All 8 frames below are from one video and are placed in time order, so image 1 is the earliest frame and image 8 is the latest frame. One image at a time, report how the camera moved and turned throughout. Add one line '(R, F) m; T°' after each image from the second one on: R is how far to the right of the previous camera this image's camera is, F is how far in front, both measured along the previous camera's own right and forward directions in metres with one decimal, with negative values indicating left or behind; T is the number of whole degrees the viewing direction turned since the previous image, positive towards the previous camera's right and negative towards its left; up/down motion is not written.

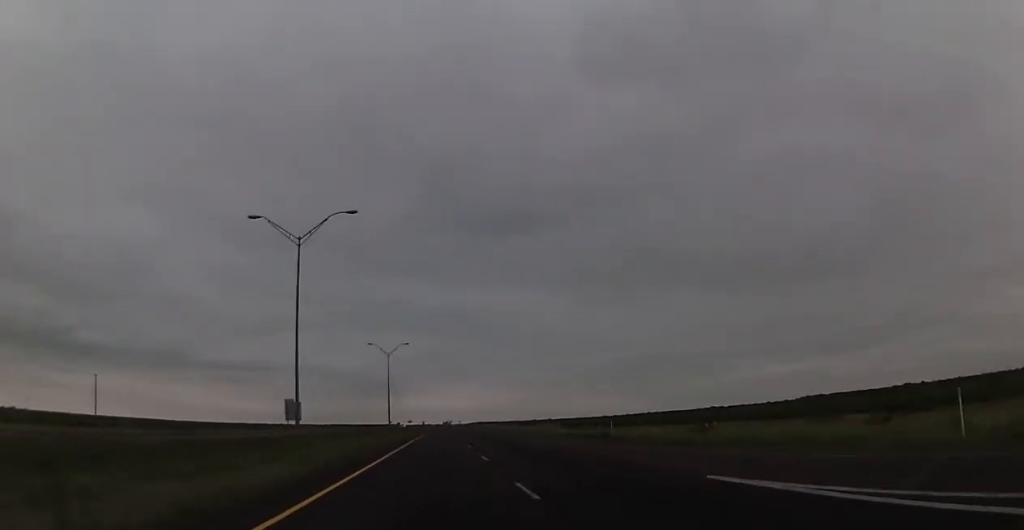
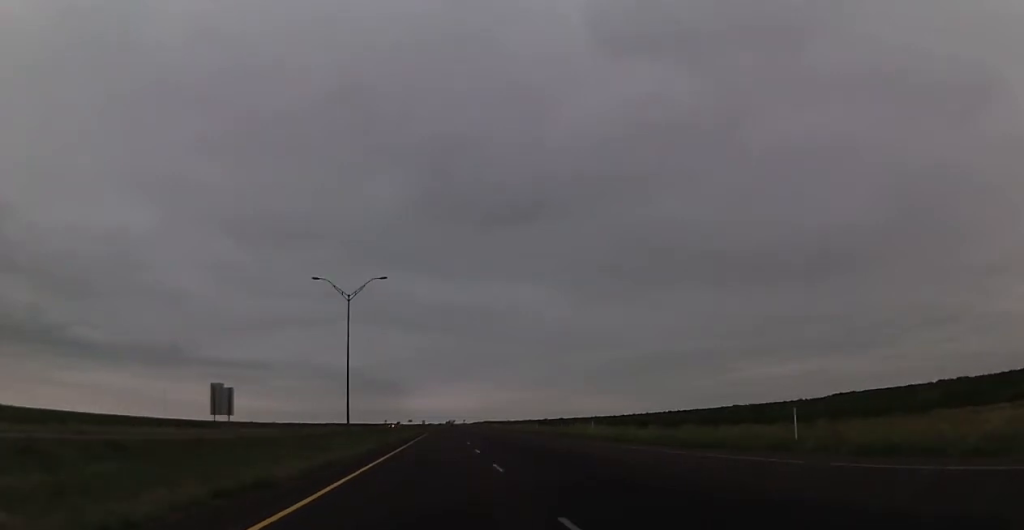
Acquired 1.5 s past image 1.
(0.0, +53.6) m; 0°
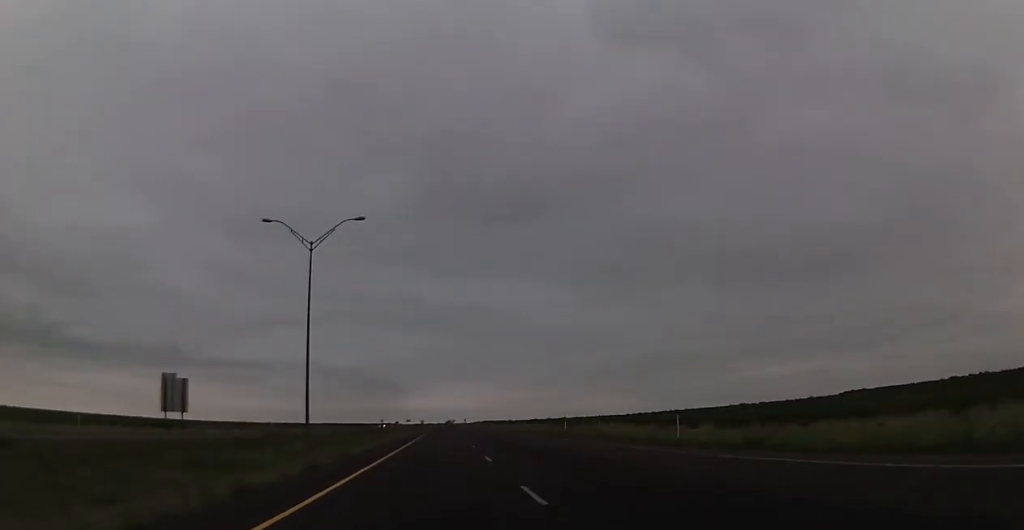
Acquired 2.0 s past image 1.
(0.0, +19.5) m; 0°
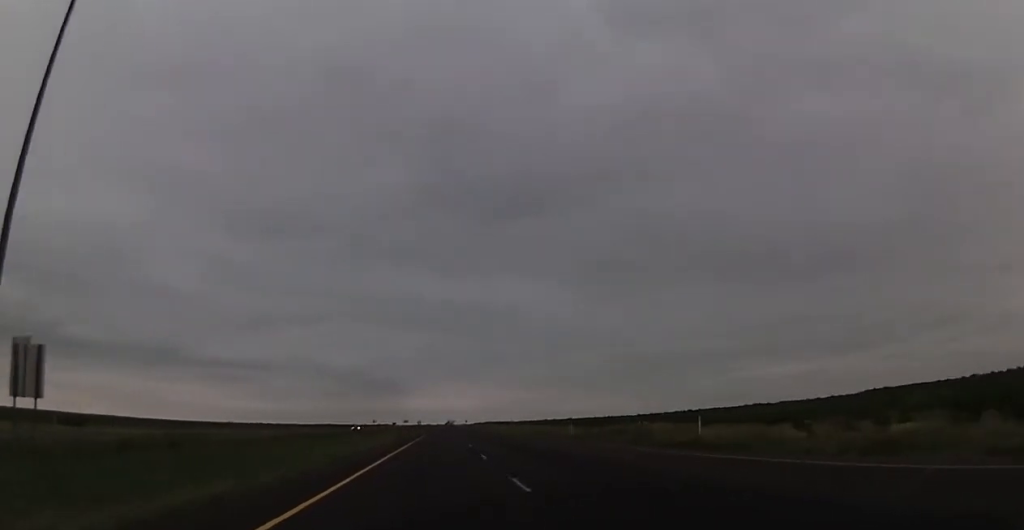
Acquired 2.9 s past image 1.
(-0.1, +34.2) m; 0°
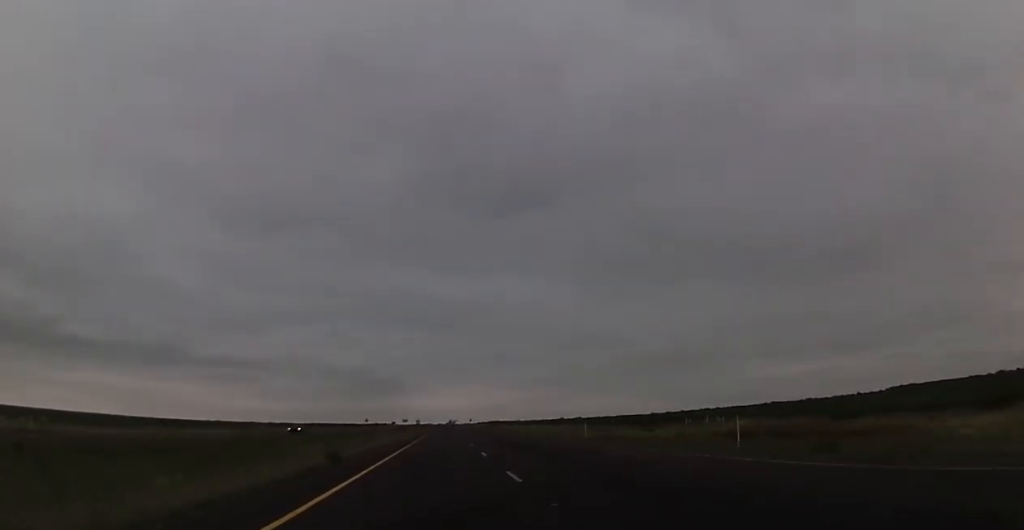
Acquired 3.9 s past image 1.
(0.0, +34.2) m; 0°
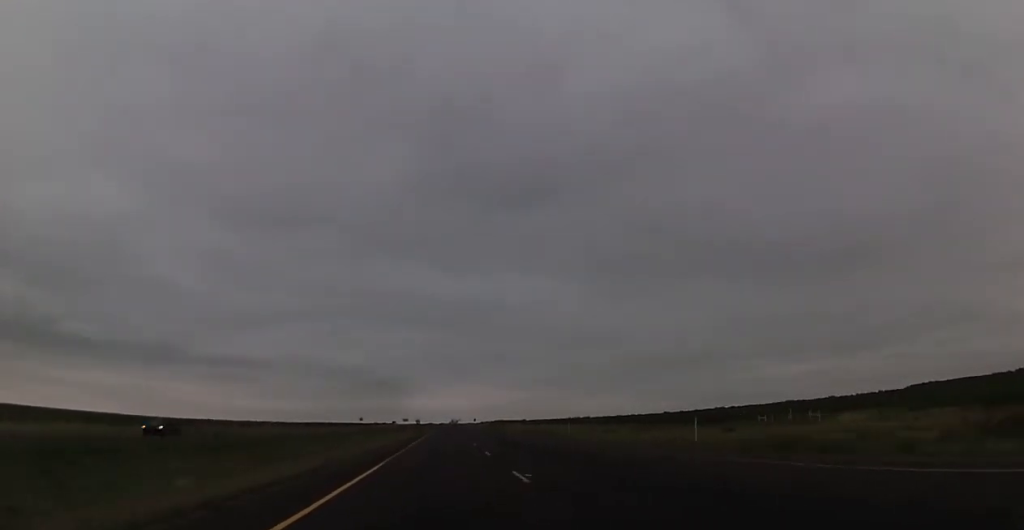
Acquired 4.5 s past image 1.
(0.0, +24.4) m; 0°
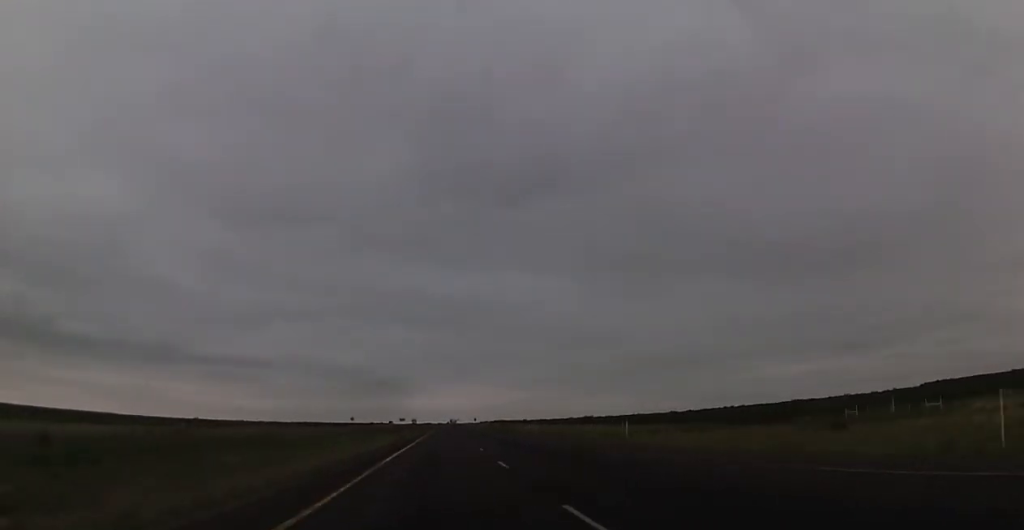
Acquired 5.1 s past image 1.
(+0.1, +19.5) m; 0°
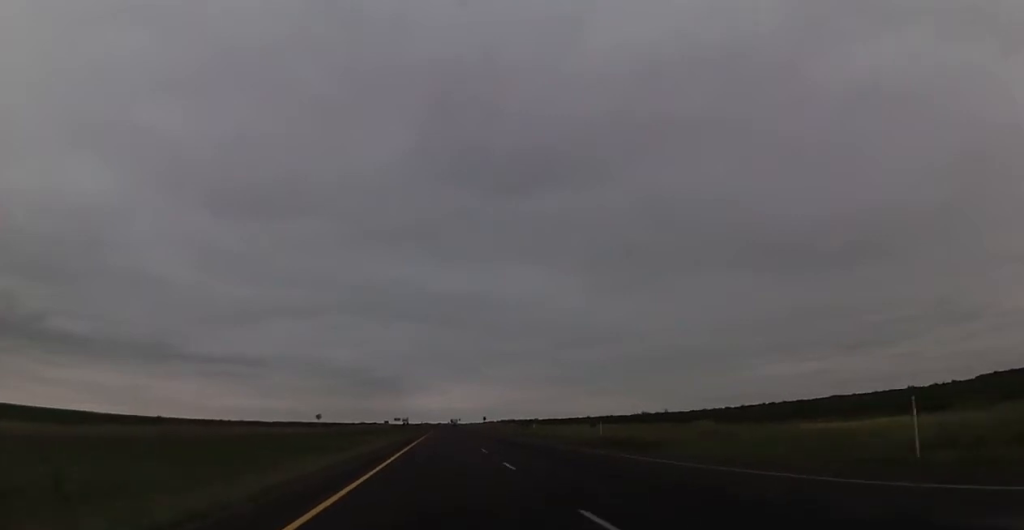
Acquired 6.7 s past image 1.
(-0.5, +61.0) m; 0°
